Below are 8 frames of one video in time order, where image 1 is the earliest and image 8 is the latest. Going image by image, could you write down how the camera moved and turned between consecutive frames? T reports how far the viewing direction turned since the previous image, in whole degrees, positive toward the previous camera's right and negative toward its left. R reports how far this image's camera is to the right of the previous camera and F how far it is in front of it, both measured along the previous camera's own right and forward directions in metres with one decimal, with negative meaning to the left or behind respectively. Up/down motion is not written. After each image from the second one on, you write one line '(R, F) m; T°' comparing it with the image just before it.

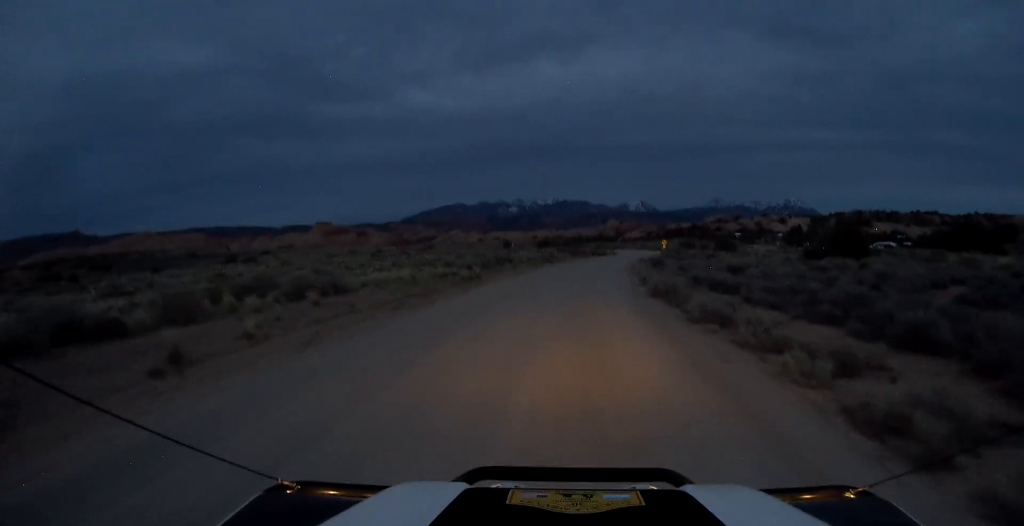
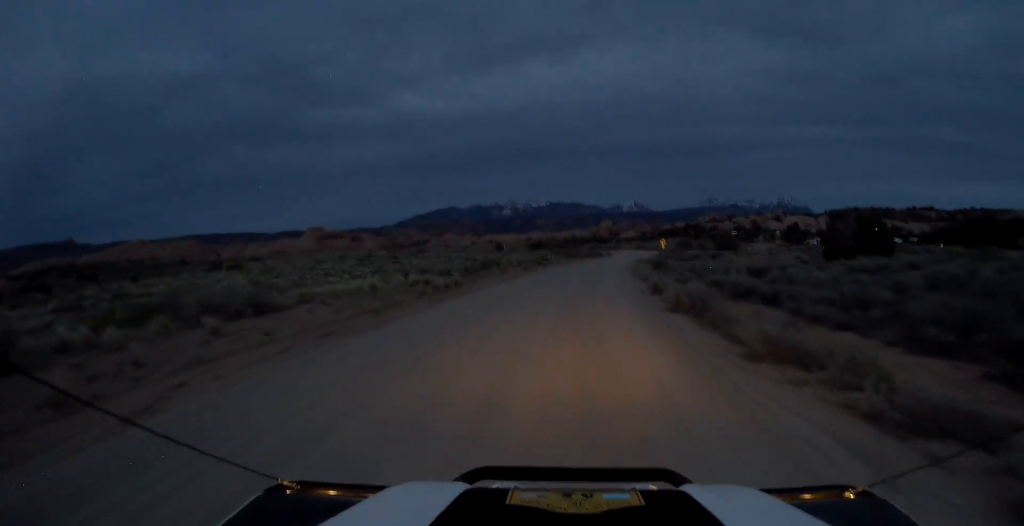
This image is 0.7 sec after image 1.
(+0.1, +6.5) m; +2°
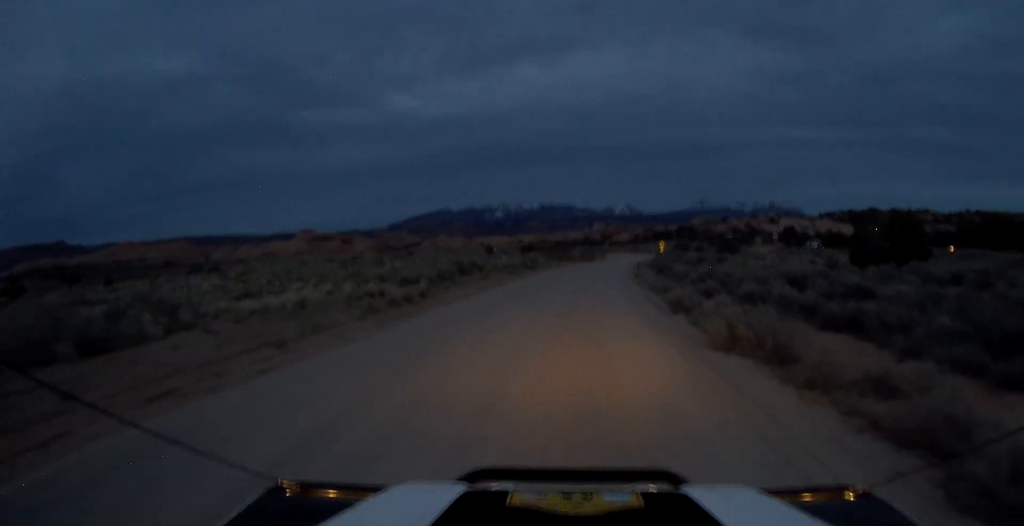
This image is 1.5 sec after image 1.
(+0.1, +7.5) m; +1°
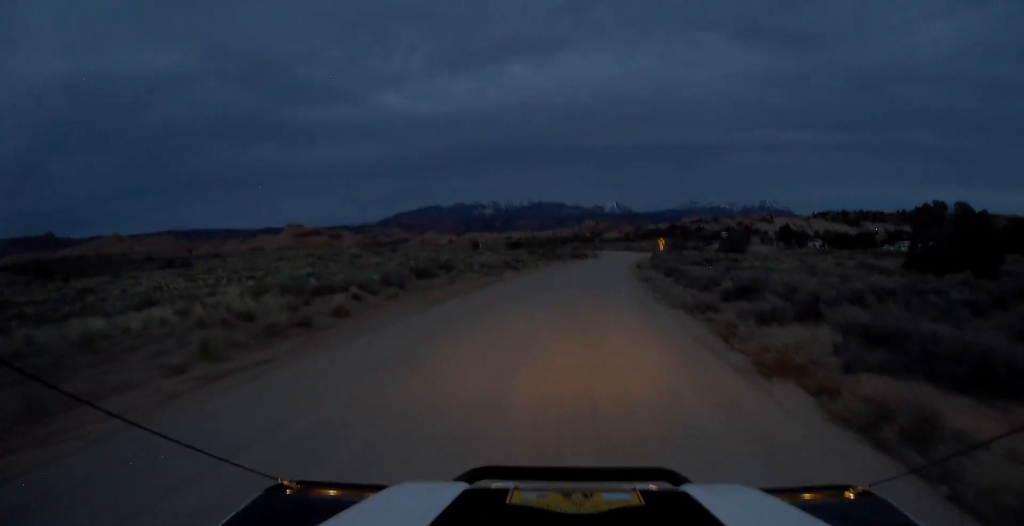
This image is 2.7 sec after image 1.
(0.0, +10.7) m; 0°
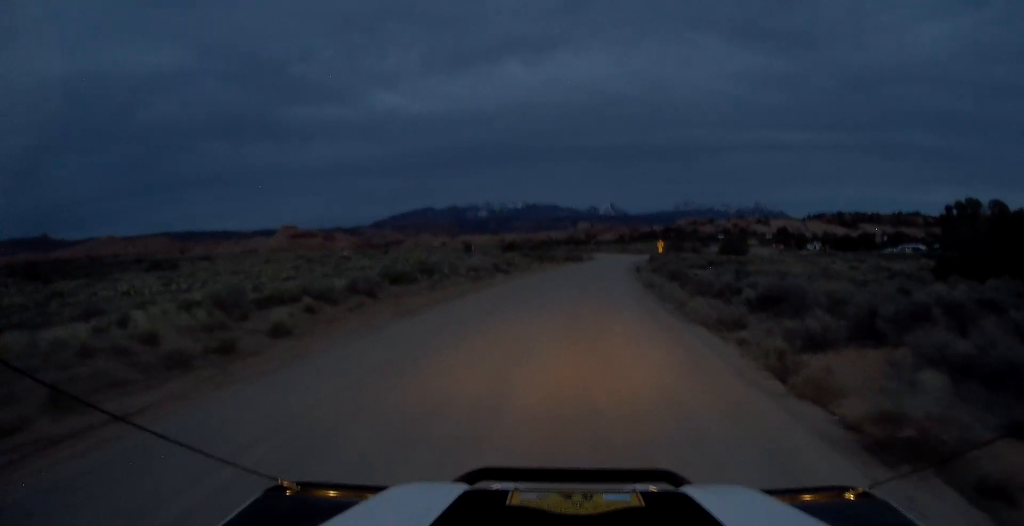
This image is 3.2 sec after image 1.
(-0.1, +4.3) m; +1°
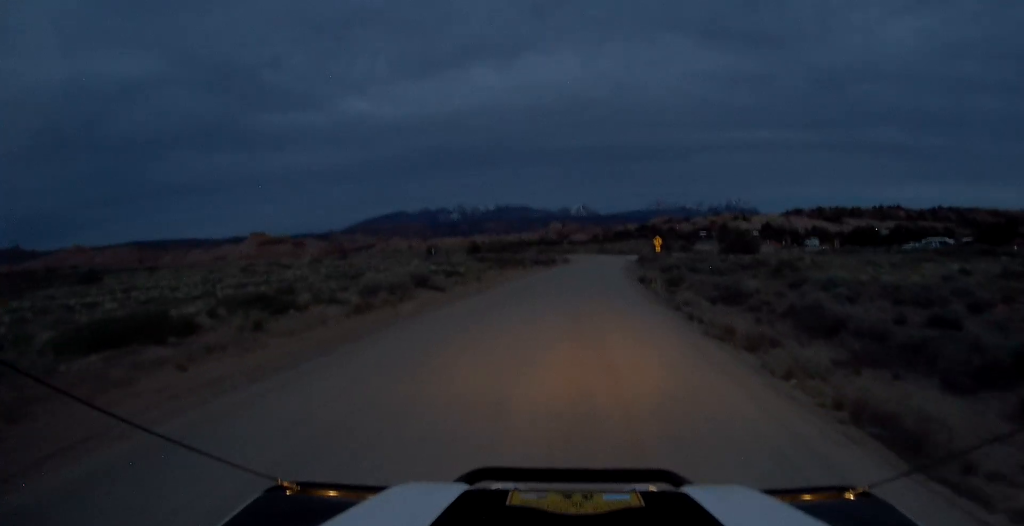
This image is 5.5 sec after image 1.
(+0.1, +21.5) m; -1°
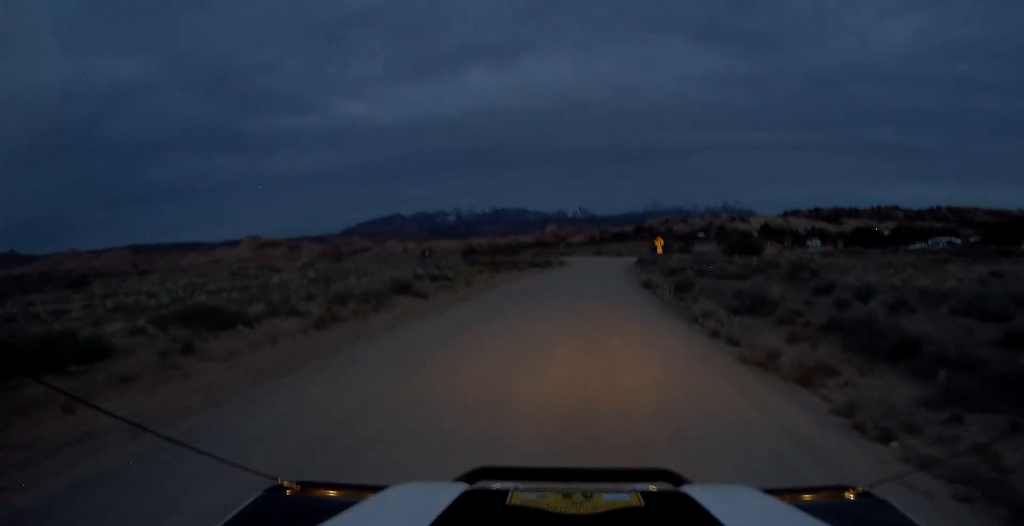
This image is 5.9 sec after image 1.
(0.0, +3.7) m; +1°
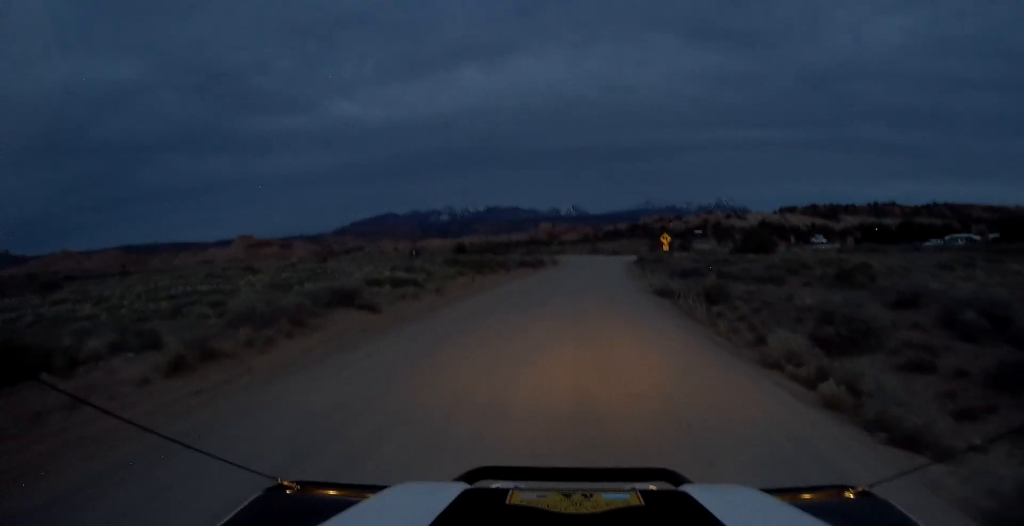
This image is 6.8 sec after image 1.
(+0.1, +8.1) m; +1°
